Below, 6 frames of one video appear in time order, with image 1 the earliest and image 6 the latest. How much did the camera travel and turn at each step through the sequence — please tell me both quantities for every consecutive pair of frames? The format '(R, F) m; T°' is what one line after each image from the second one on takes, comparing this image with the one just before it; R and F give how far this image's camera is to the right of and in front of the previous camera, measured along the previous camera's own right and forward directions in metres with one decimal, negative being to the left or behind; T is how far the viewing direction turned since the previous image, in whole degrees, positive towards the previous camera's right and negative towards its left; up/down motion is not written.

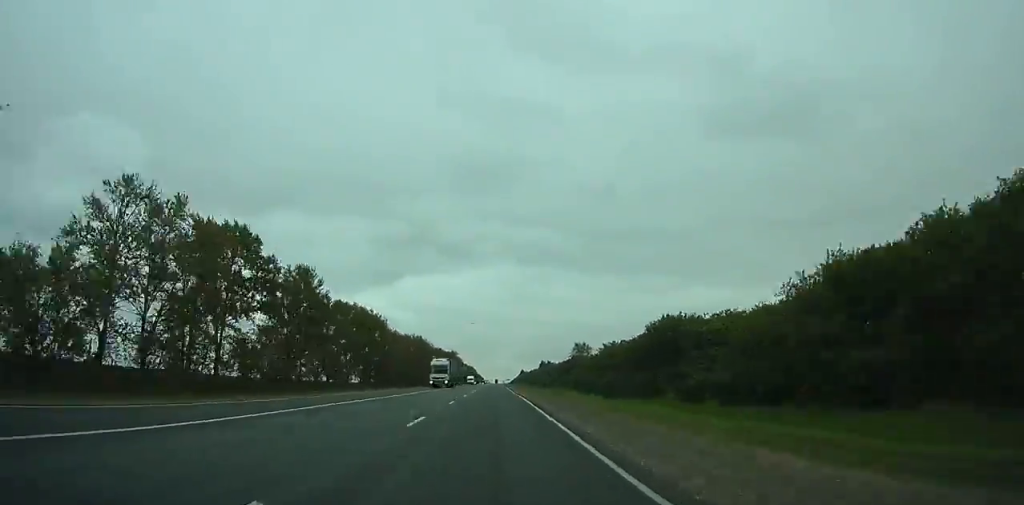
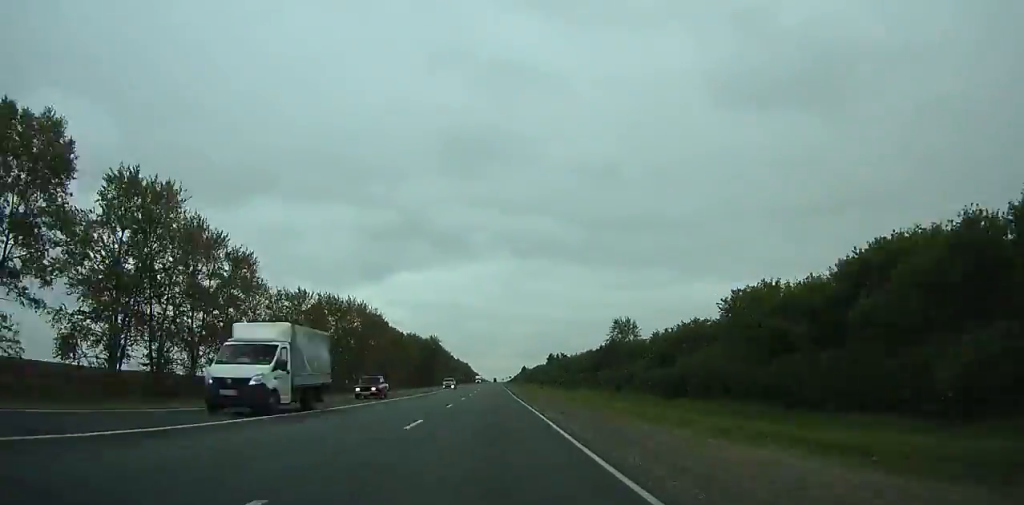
(-2.4, +84.8) m; +2°
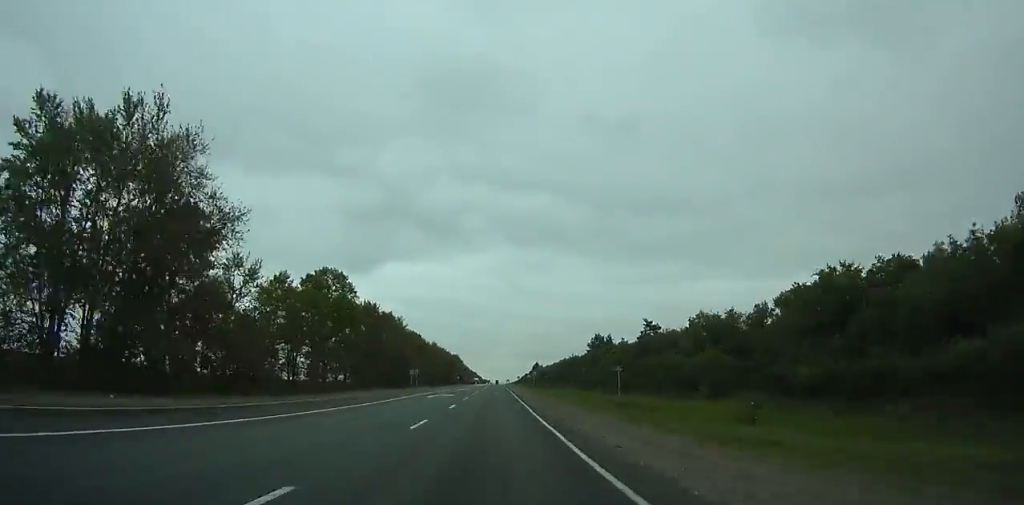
(+7.5, +168.2) m; +2°
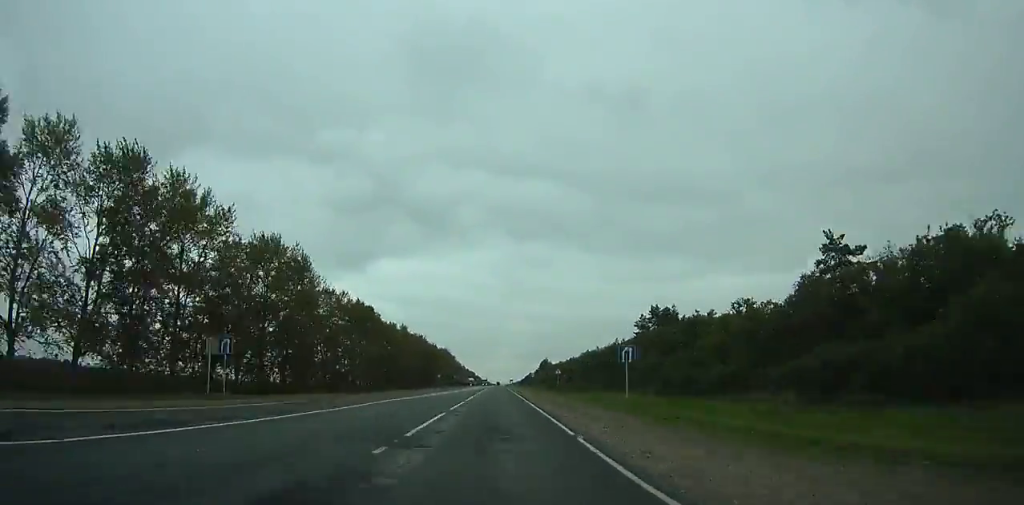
(+0.2, +78.7) m; 0°
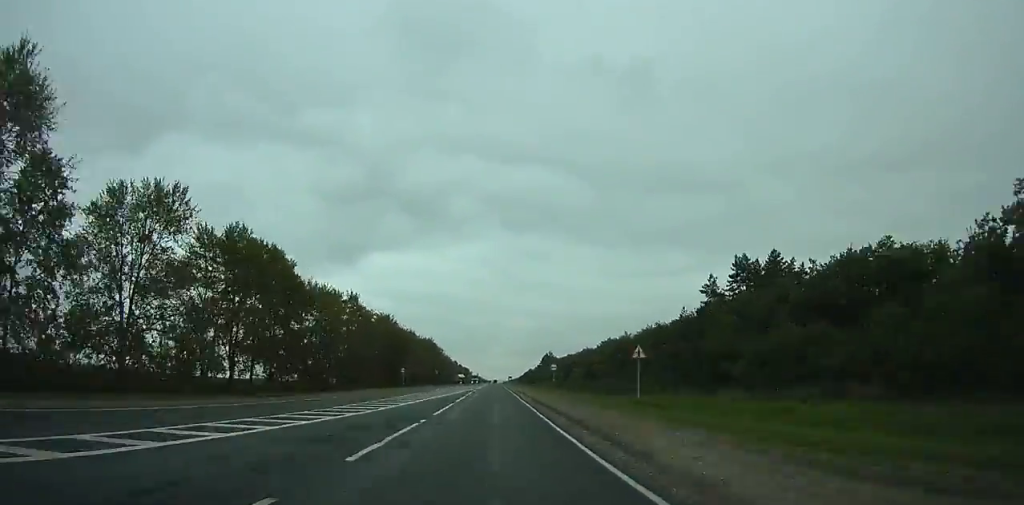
(+0.2, +51.2) m; 0°
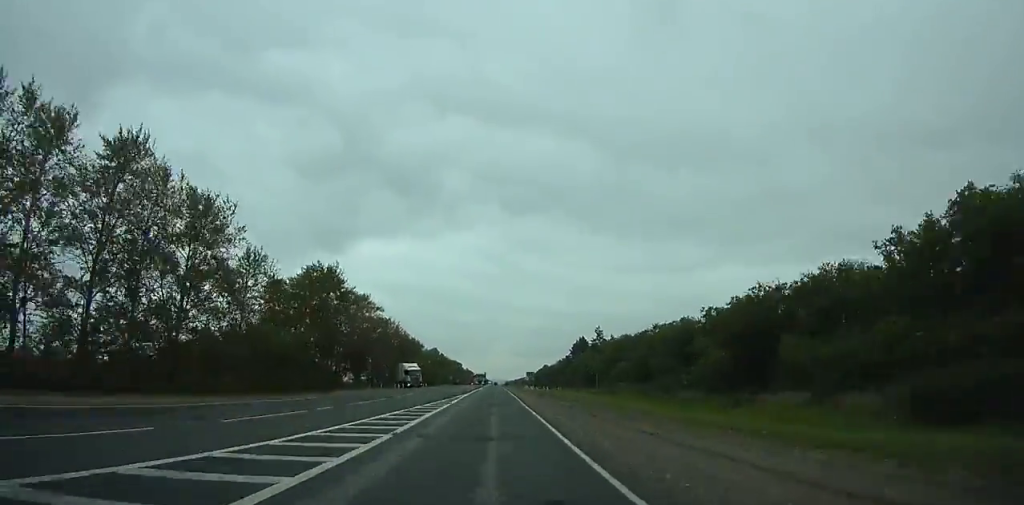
(-0.6, +144.2) m; 0°
